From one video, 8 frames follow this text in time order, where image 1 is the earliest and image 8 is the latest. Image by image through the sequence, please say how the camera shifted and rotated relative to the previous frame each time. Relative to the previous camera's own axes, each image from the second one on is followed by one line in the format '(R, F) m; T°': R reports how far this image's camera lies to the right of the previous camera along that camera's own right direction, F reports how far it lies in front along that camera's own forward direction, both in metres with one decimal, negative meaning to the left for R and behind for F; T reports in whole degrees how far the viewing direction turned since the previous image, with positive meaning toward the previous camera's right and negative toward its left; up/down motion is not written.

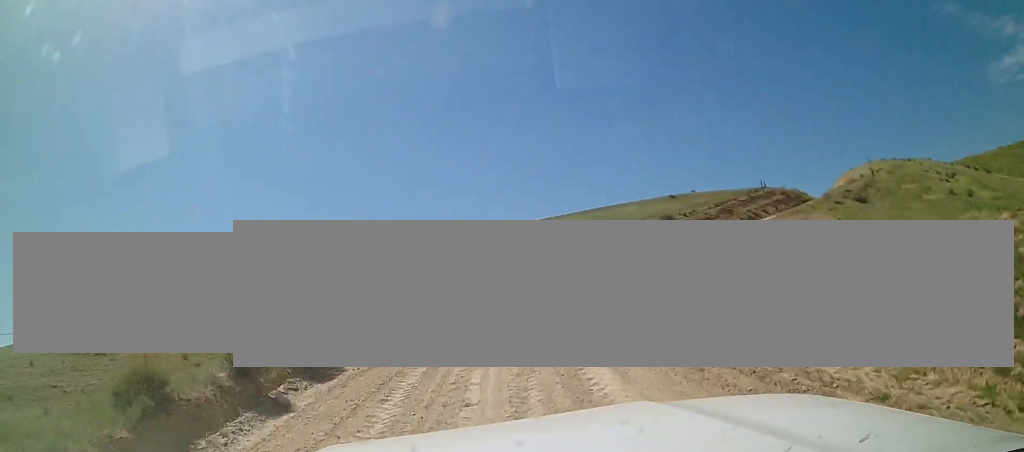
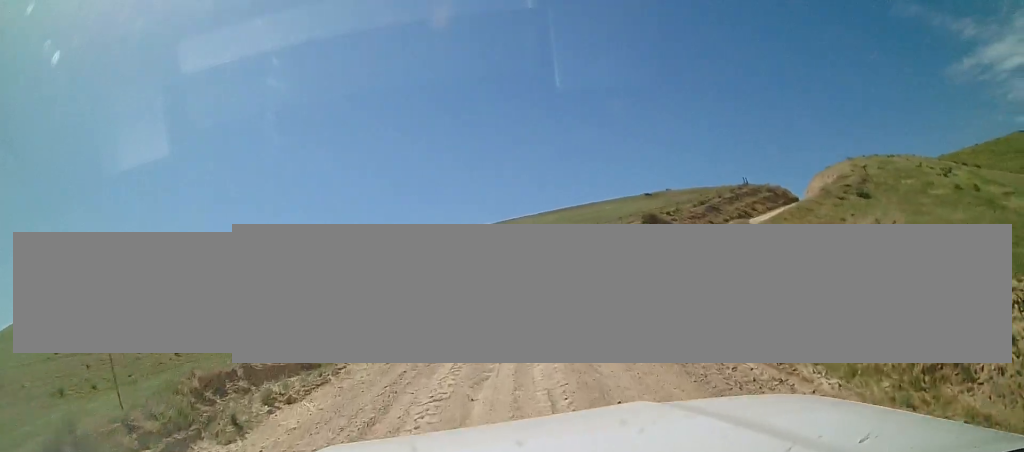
(-0.4, +10.9) m; -3°
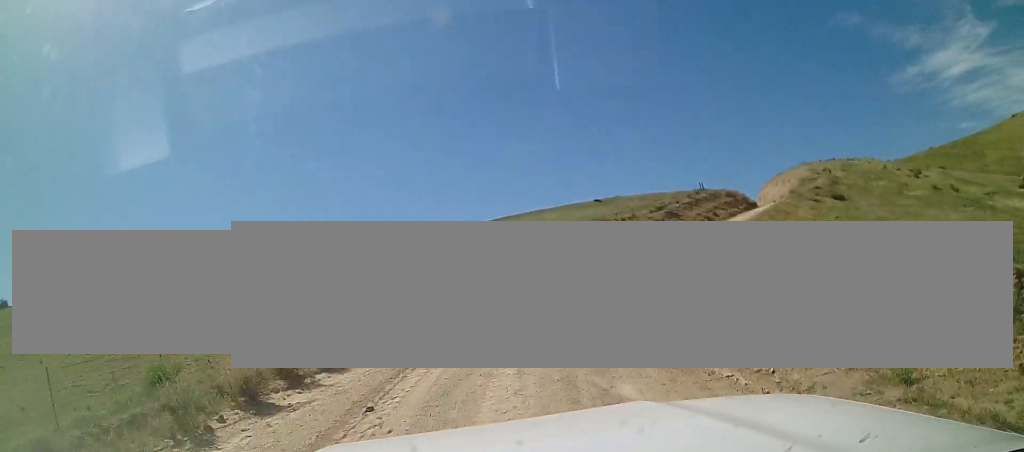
(0.0, +7.8) m; +5°
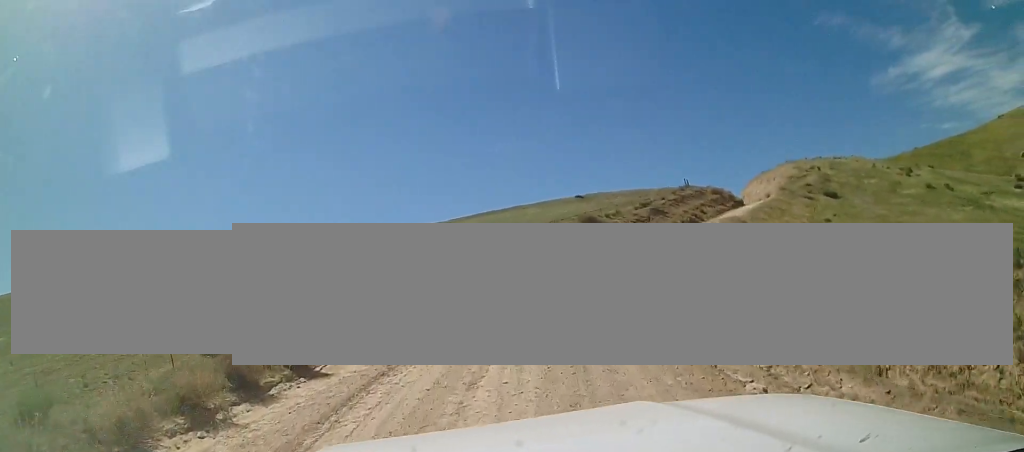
(0.0, +3.1) m; +4°
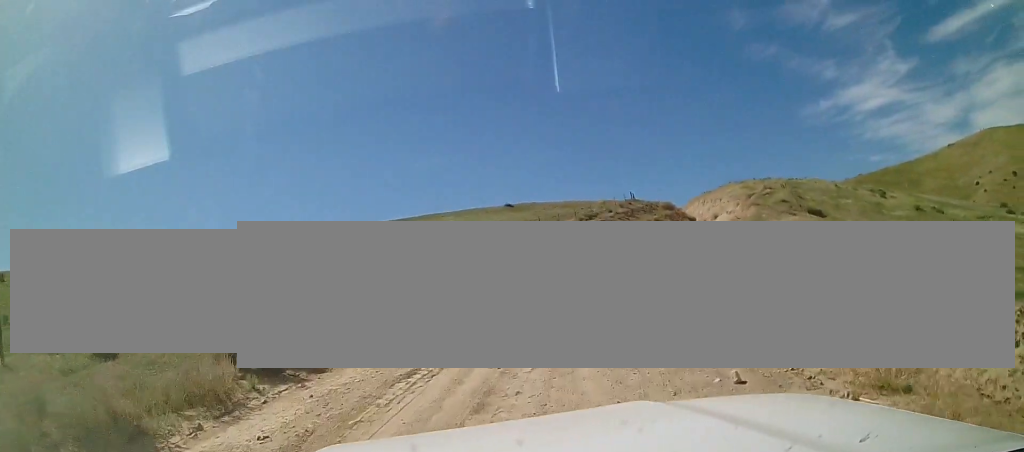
(+0.9, +11.8) m; +8°
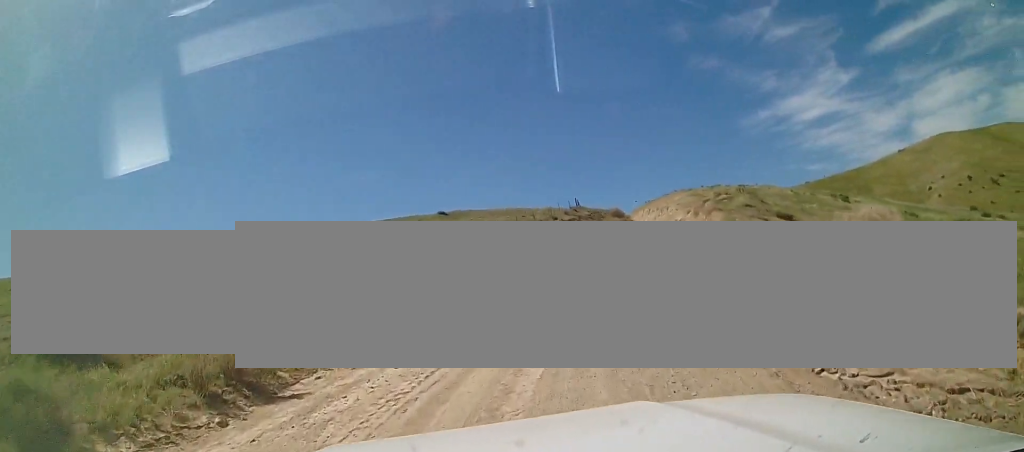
(+0.2, +6.1) m; +8°
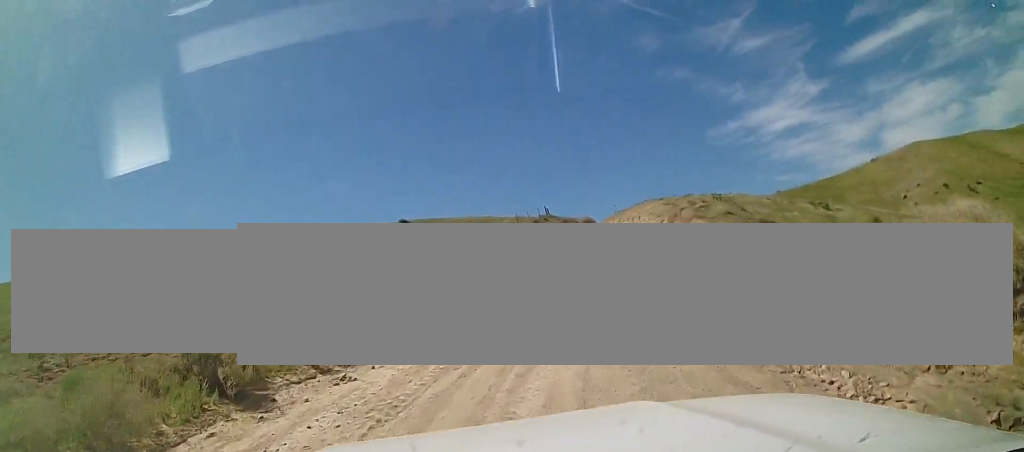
(-0.1, +3.3) m; +6°
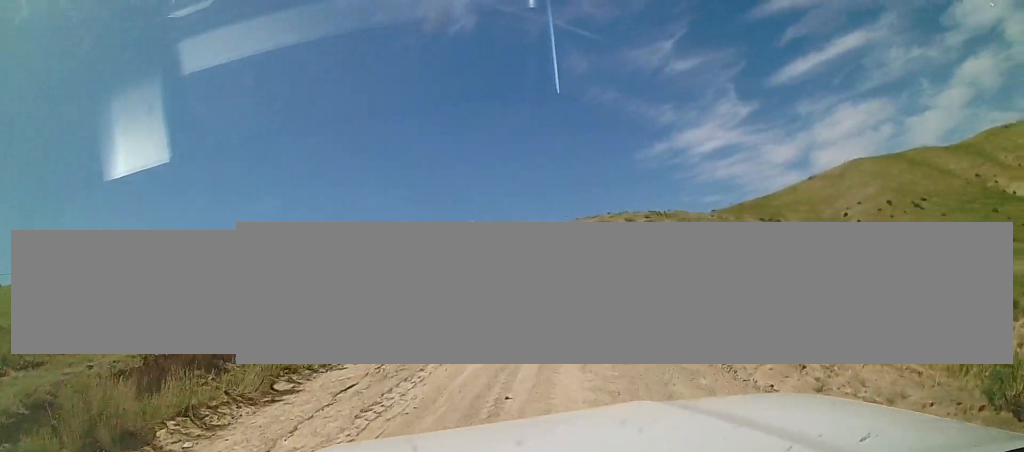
(+1.1, +6.7) m; +10°
